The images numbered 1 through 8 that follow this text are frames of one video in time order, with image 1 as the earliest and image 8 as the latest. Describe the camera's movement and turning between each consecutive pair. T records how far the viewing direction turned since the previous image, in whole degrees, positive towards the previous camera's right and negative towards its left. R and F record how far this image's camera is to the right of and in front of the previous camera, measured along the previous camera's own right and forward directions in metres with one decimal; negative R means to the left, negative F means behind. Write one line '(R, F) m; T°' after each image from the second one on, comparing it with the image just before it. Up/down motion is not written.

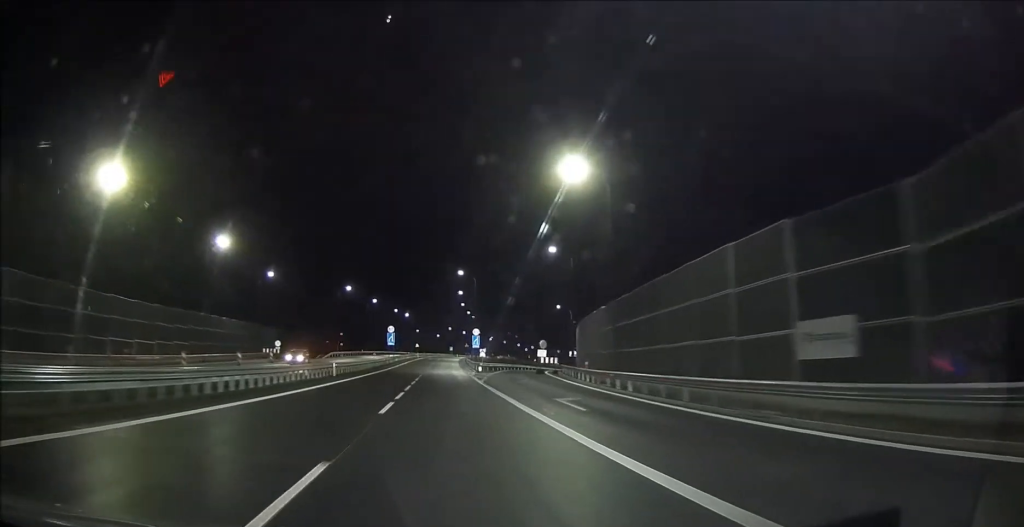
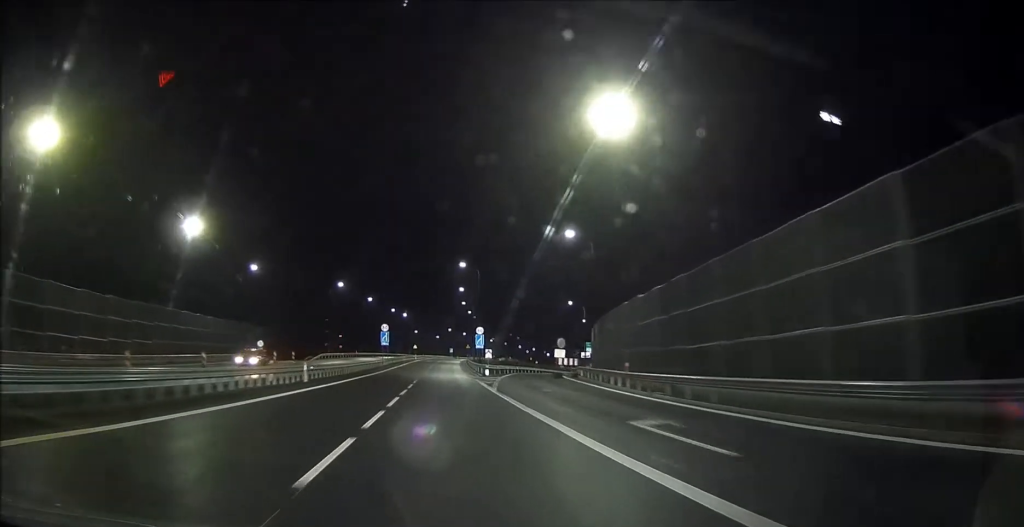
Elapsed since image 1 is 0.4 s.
(0.0, +9.5) m; 0°
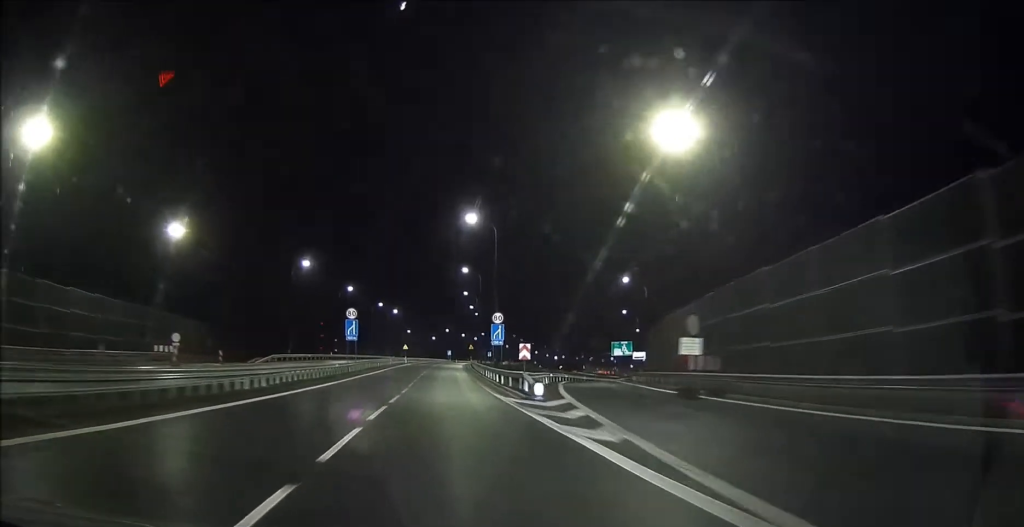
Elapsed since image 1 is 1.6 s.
(+0.1, +28.6) m; 0°
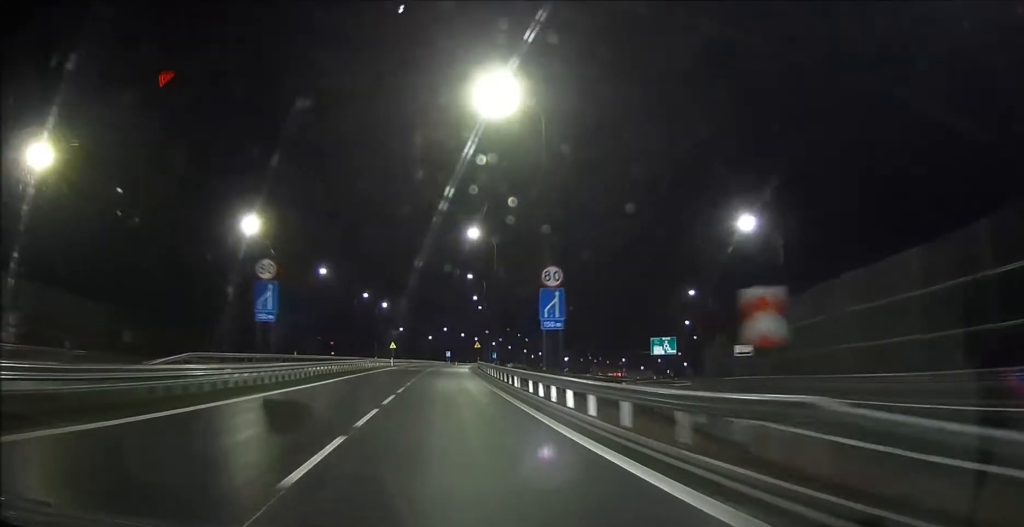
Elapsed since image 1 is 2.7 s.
(+0.1, +25.7) m; 0°
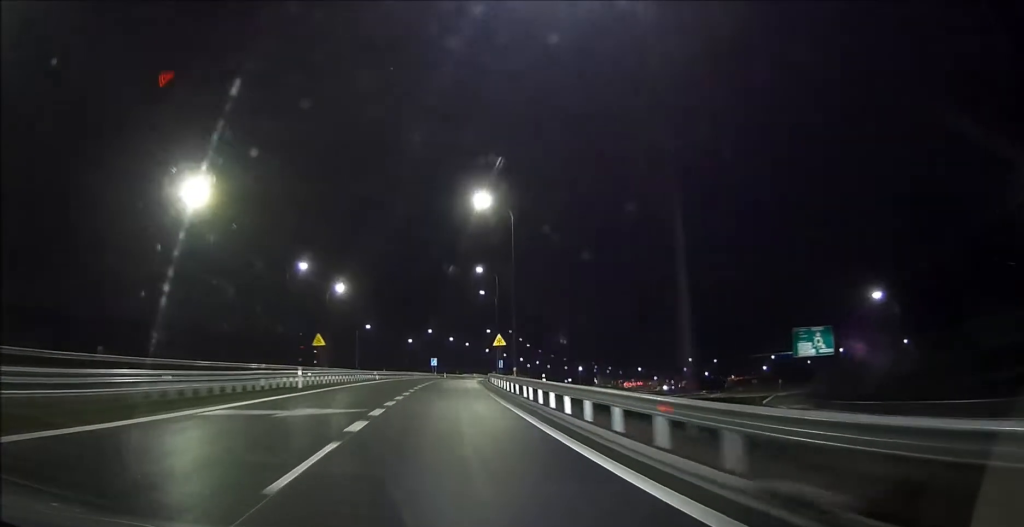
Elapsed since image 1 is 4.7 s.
(0.0, +48.9) m; +2°
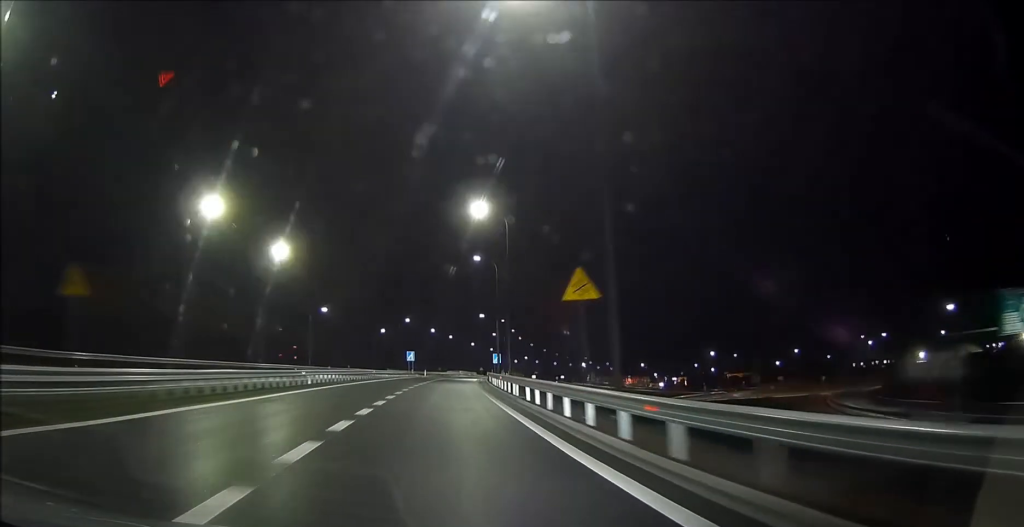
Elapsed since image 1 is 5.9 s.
(+0.9, +28.4) m; +3°
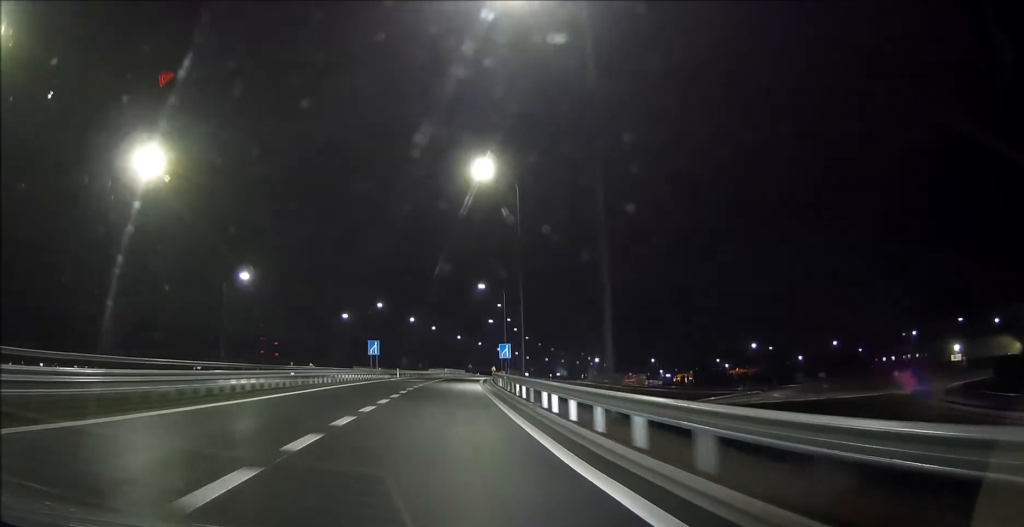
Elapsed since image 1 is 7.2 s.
(+0.1, +31.1) m; 0°
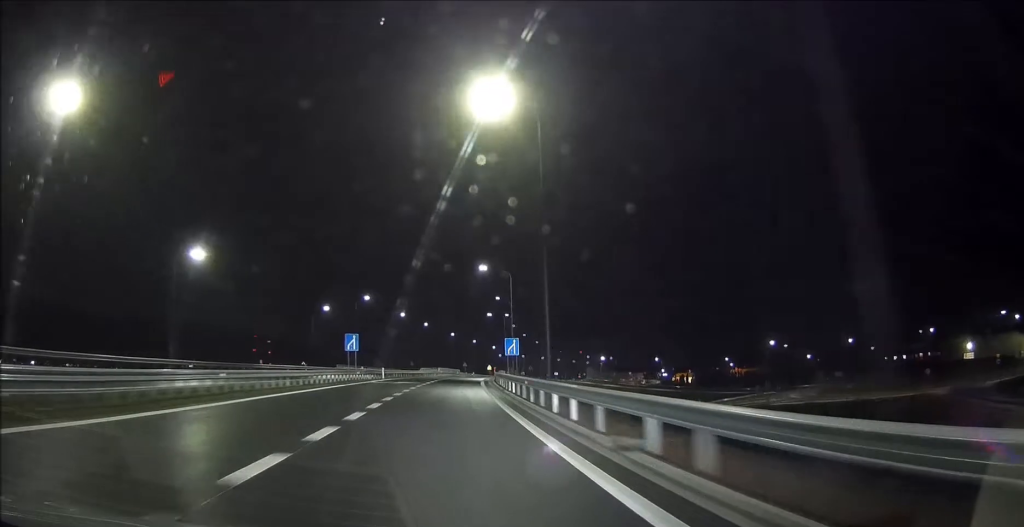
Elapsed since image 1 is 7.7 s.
(0.0, +10.7) m; 0°
